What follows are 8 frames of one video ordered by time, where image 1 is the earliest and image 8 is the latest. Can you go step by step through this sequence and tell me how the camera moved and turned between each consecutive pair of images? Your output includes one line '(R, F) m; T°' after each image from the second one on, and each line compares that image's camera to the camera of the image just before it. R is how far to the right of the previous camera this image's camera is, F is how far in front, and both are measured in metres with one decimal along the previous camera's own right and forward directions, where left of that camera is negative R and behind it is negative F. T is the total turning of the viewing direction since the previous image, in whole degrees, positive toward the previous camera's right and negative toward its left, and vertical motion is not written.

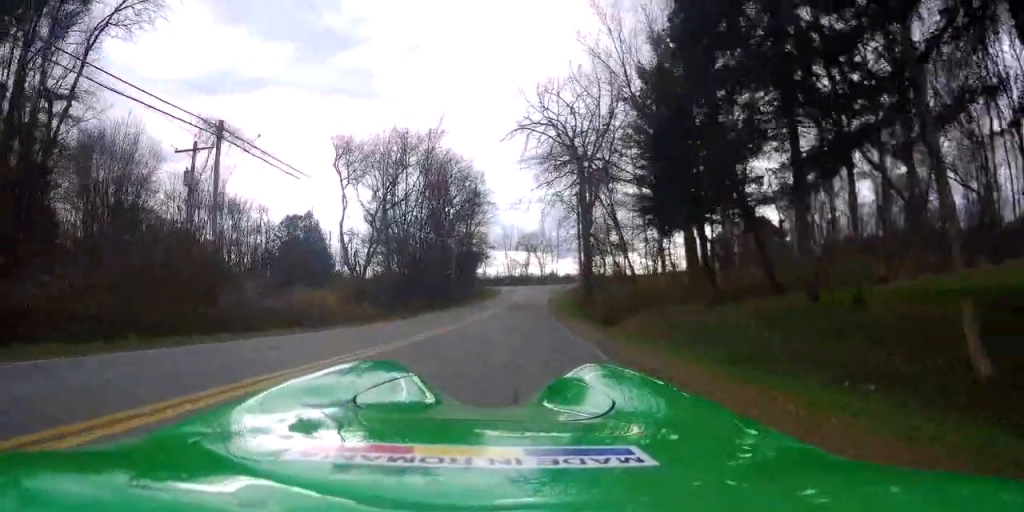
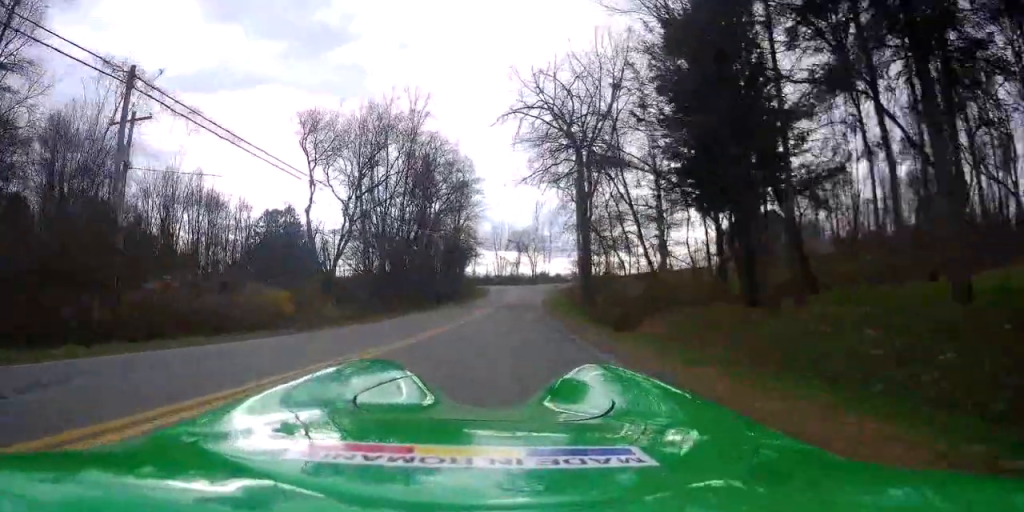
(0.0, +4.2) m; 0°
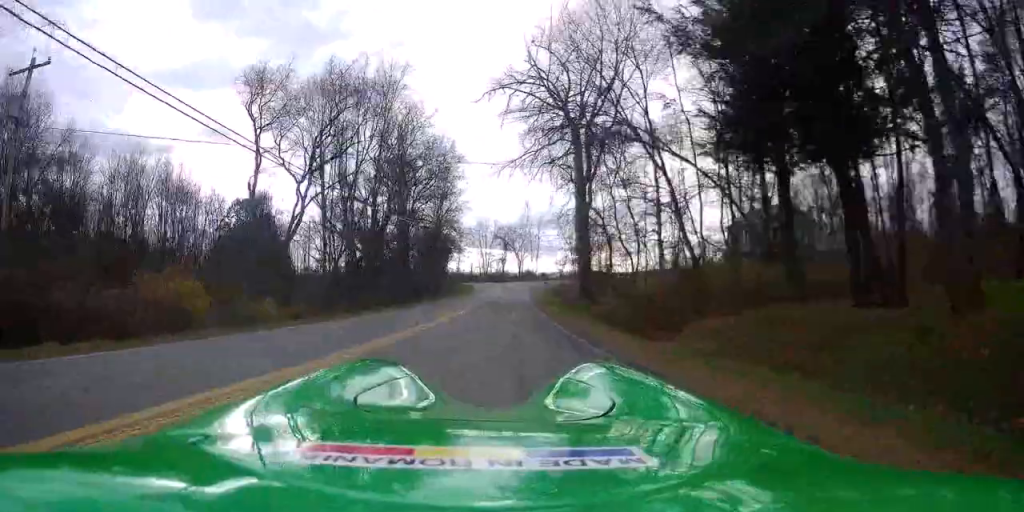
(0.0, +8.3) m; 0°
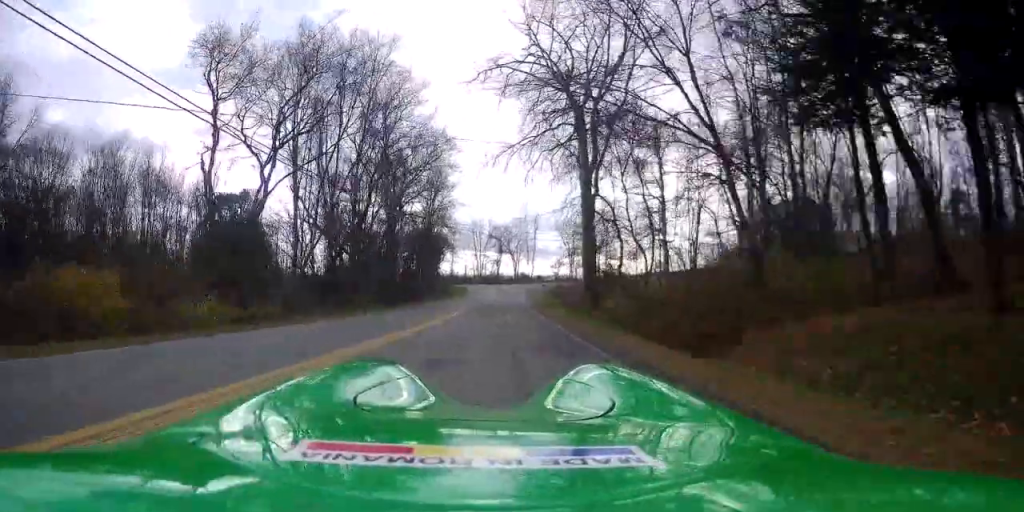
(0.0, +5.1) m; 0°
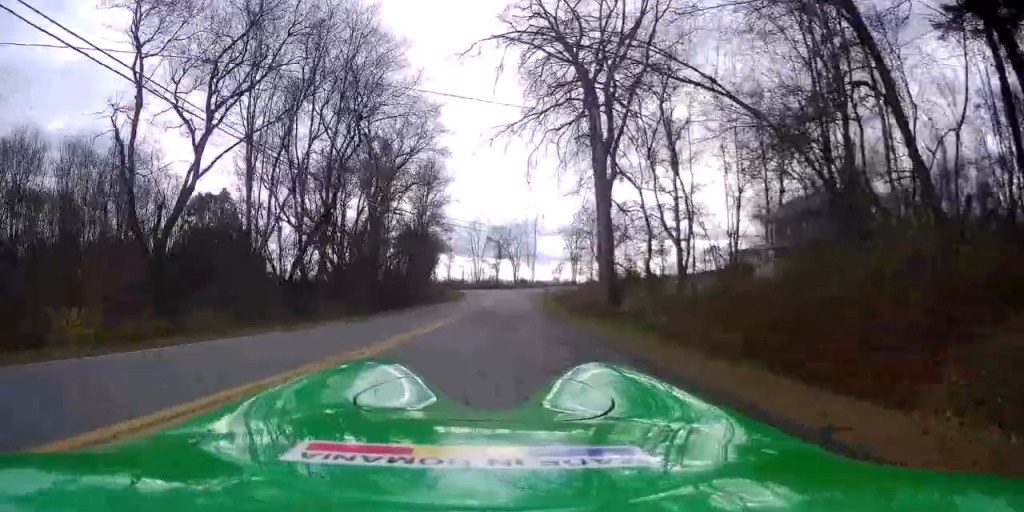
(0.0, +8.7) m; +1°
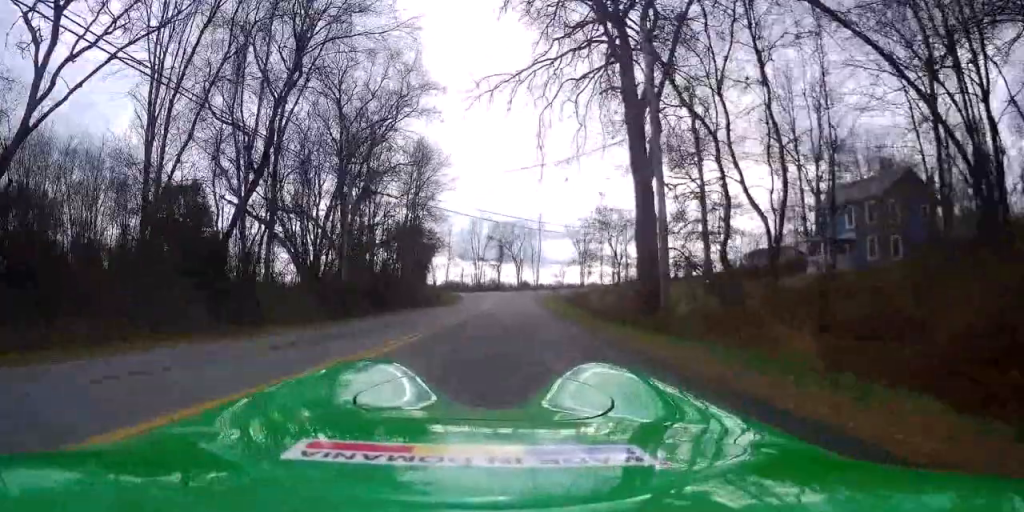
(0.0, +9.6) m; +2°
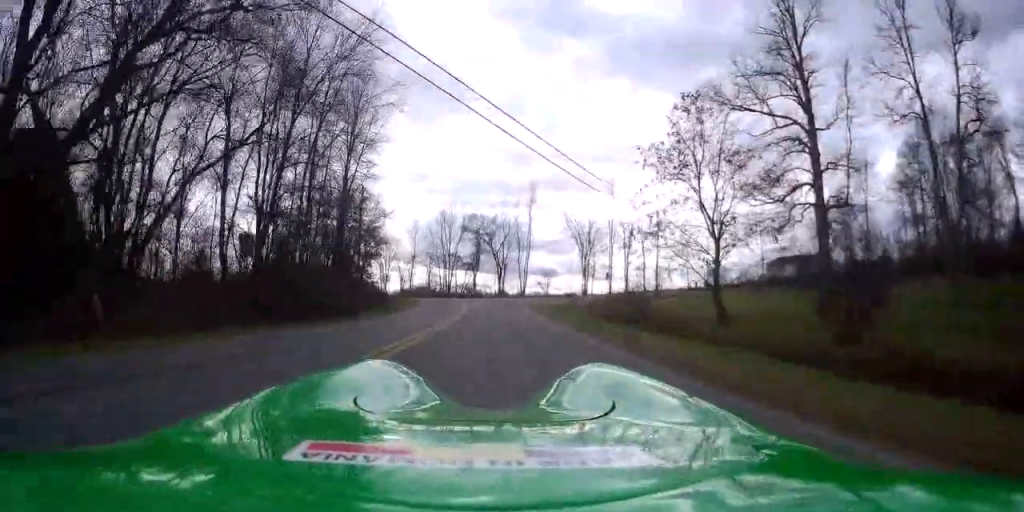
(+0.9, +28.1) m; +1°
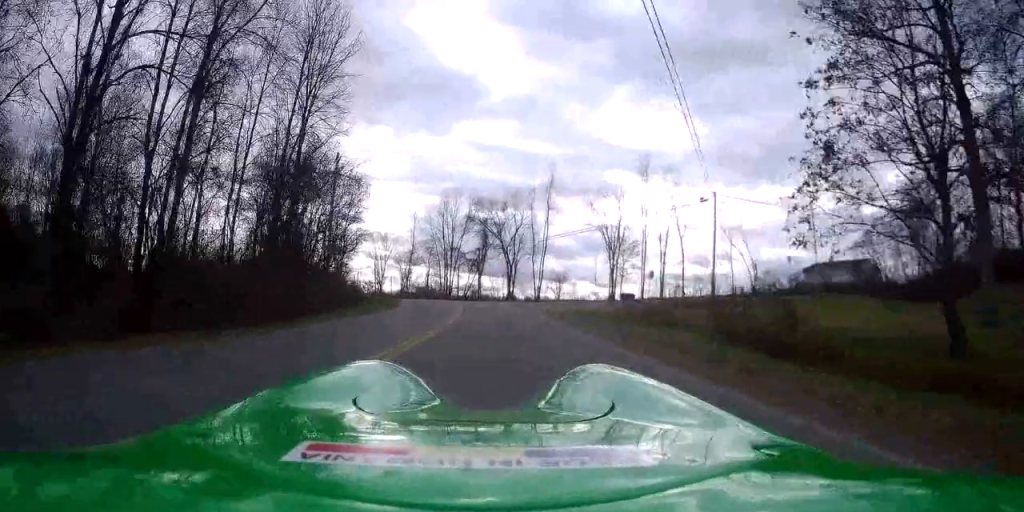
(+0.1, +14.2) m; 0°
